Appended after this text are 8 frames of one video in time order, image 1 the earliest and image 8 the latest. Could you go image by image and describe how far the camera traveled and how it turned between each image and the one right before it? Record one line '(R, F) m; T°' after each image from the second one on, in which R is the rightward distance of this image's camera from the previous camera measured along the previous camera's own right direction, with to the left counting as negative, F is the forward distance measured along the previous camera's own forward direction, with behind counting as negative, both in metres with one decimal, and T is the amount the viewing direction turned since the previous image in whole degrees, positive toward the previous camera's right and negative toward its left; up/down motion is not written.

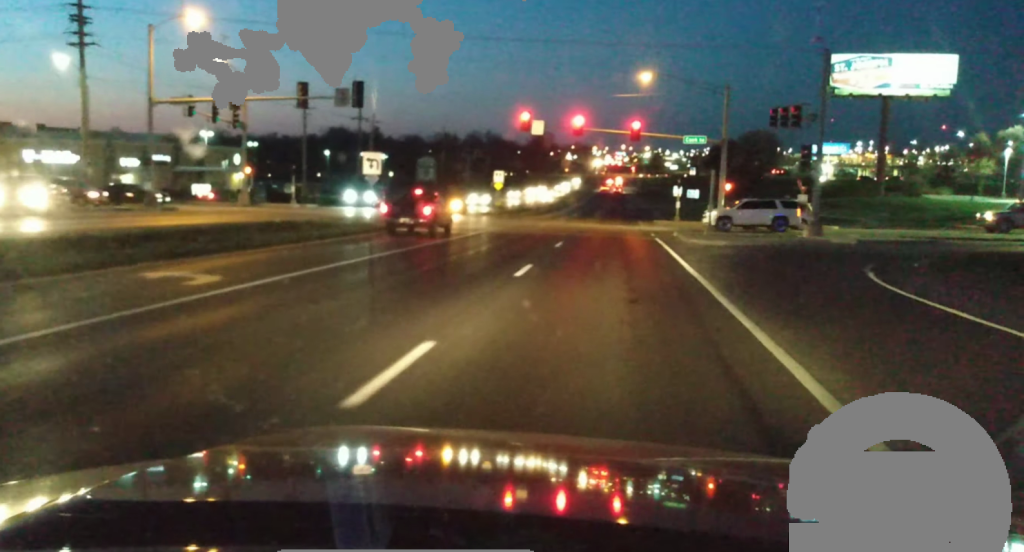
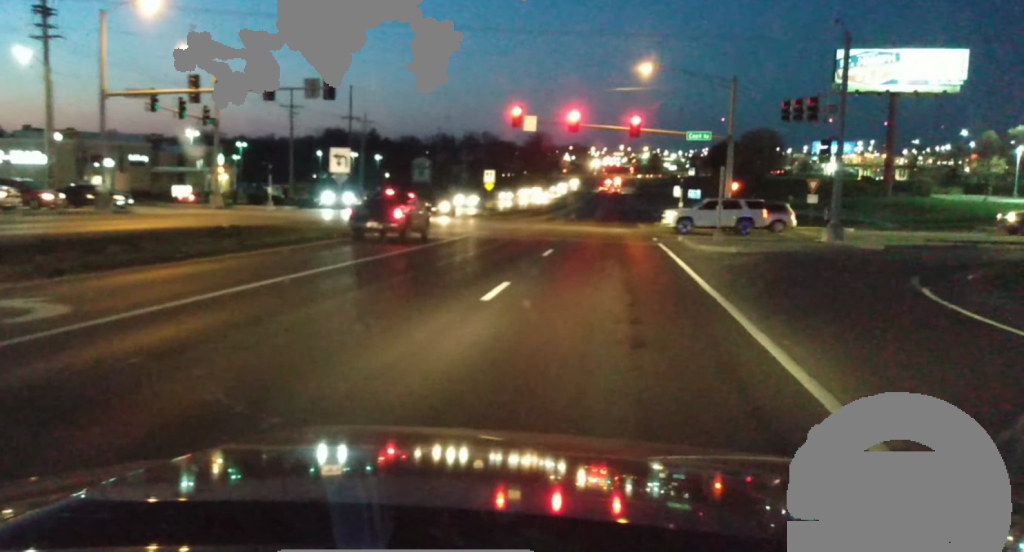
(-0.1, +4.7) m; 0°
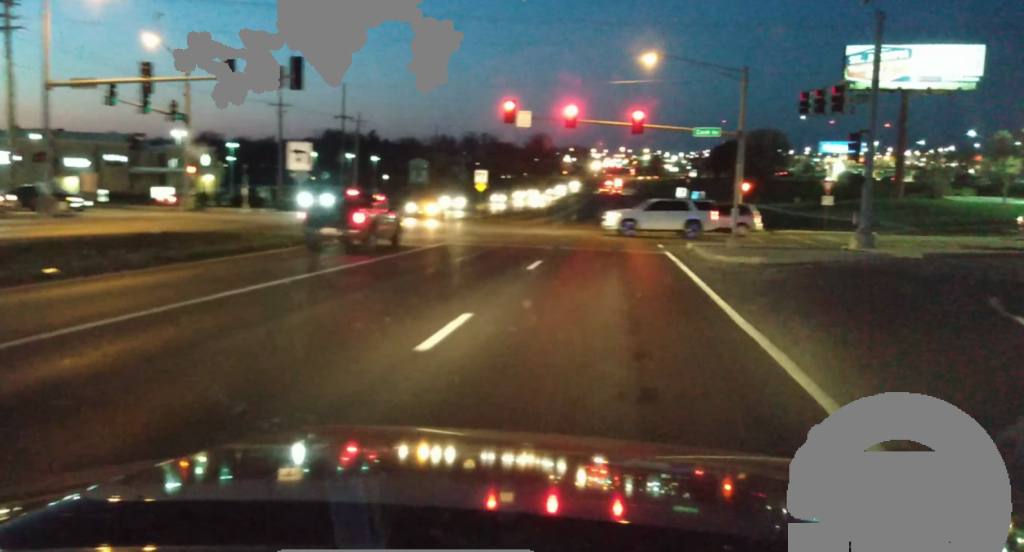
(0.0, +5.0) m; +1°
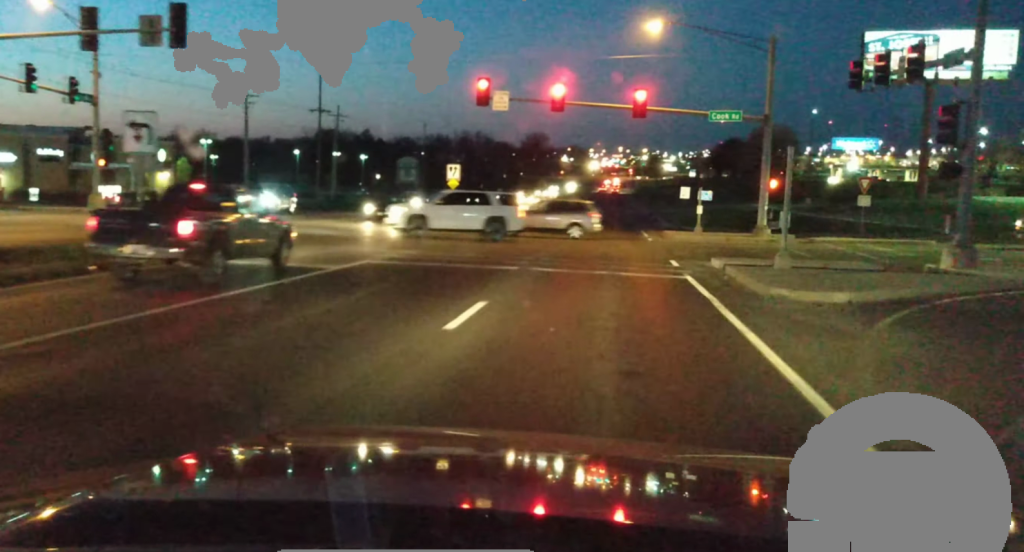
(+0.3, +10.5) m; +3°
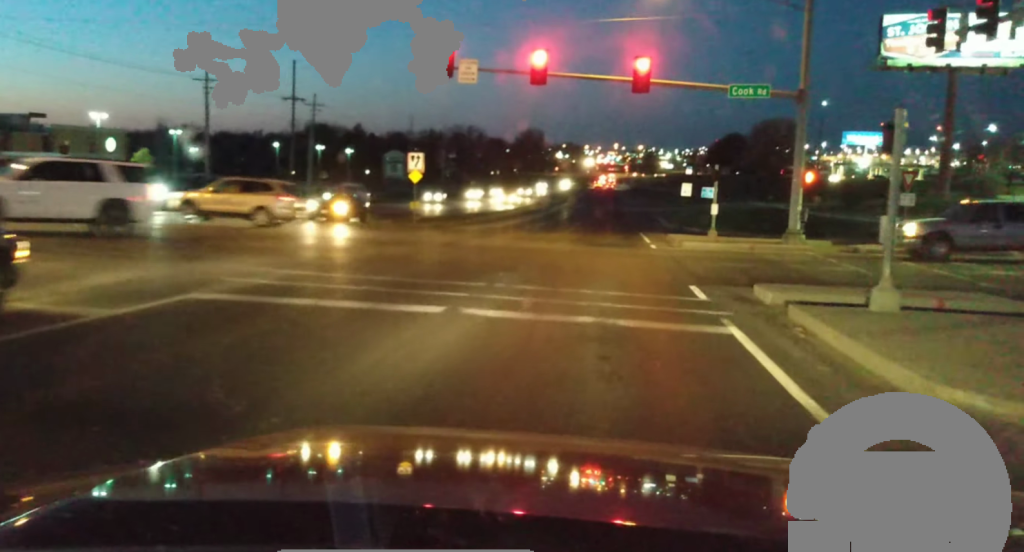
(0.0, +8.9) m; 0°
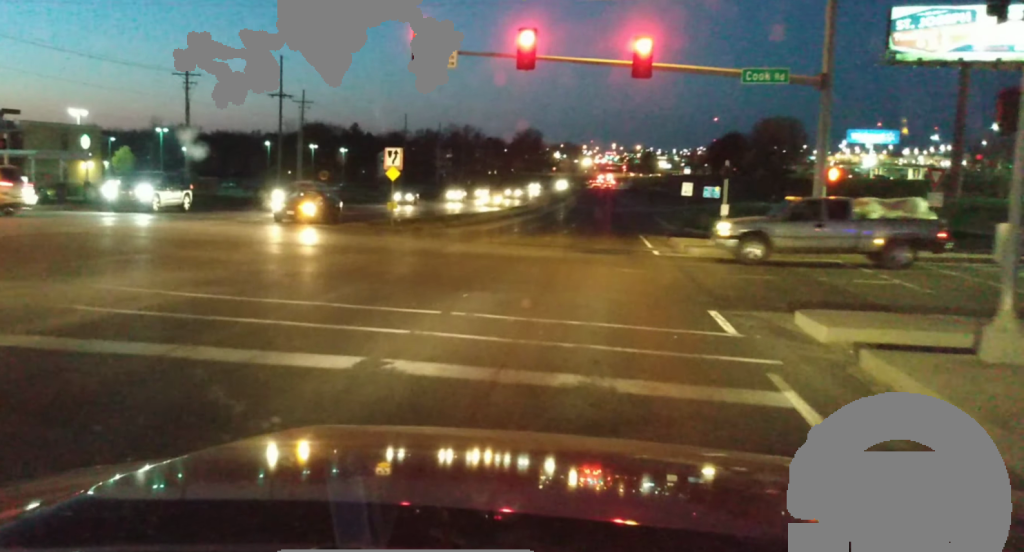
(+0.1, +4.2) m; +2°
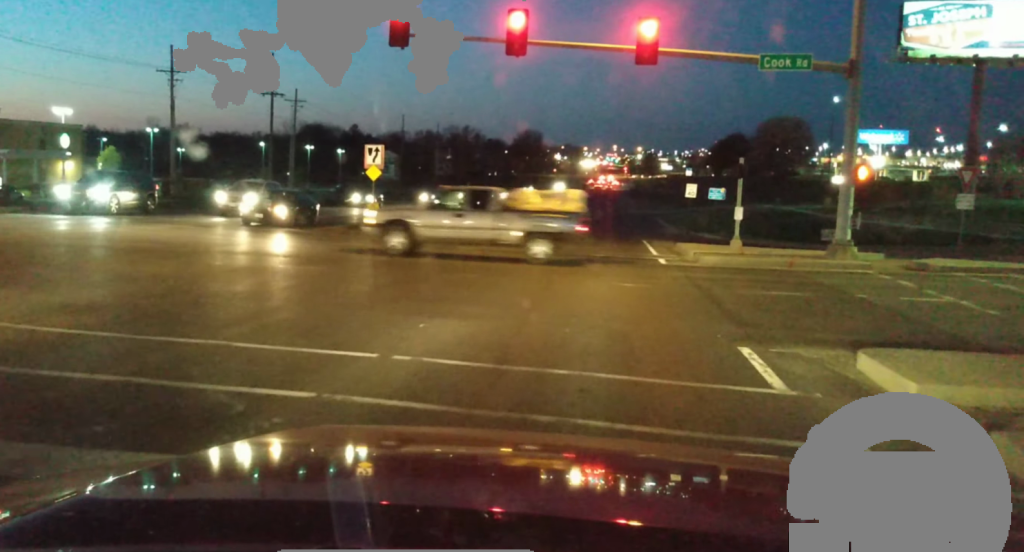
(+0.1, +3.9) m; +4°
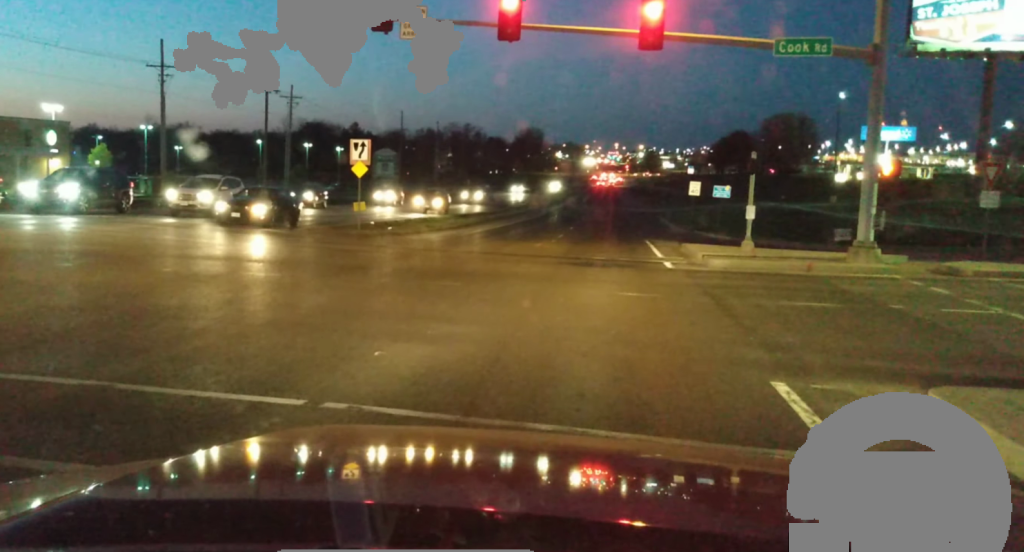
(-0.2, +3.0) m; -3°
